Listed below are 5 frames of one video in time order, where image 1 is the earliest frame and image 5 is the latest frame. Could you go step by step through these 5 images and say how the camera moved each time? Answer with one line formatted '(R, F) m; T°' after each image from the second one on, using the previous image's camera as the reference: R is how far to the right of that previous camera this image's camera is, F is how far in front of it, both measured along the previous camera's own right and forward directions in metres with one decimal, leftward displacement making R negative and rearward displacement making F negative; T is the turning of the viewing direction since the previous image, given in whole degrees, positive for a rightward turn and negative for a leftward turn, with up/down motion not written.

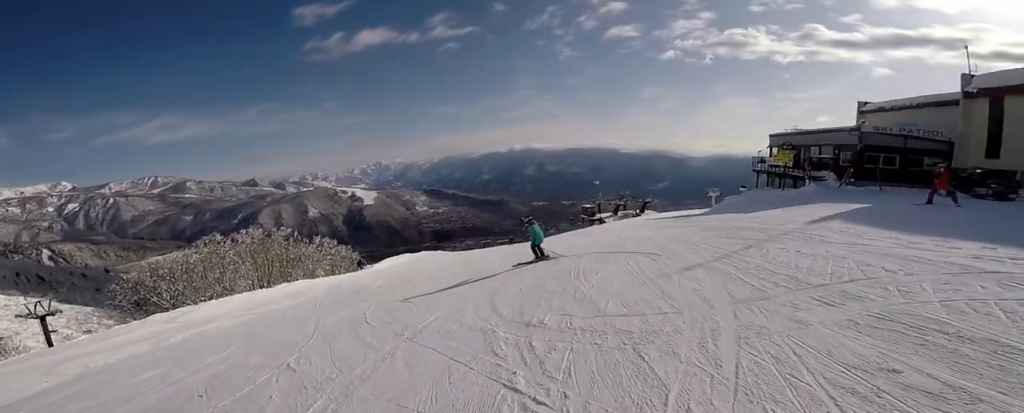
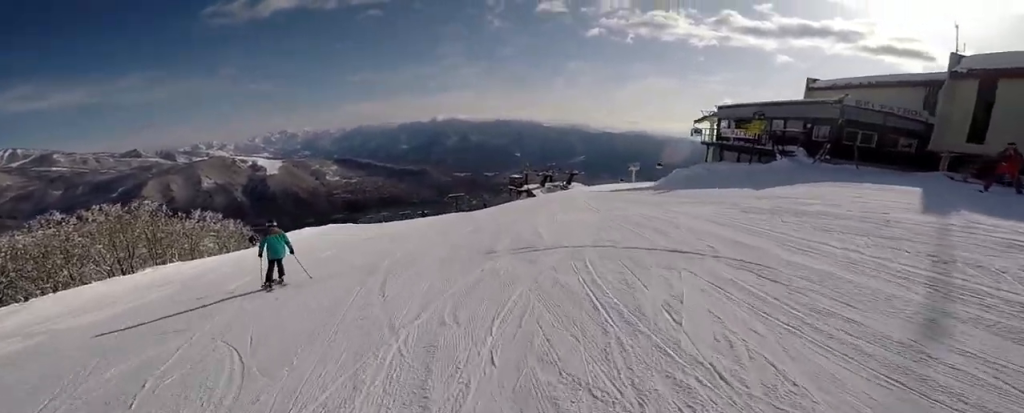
(+0.1, +4.7) m; +20°
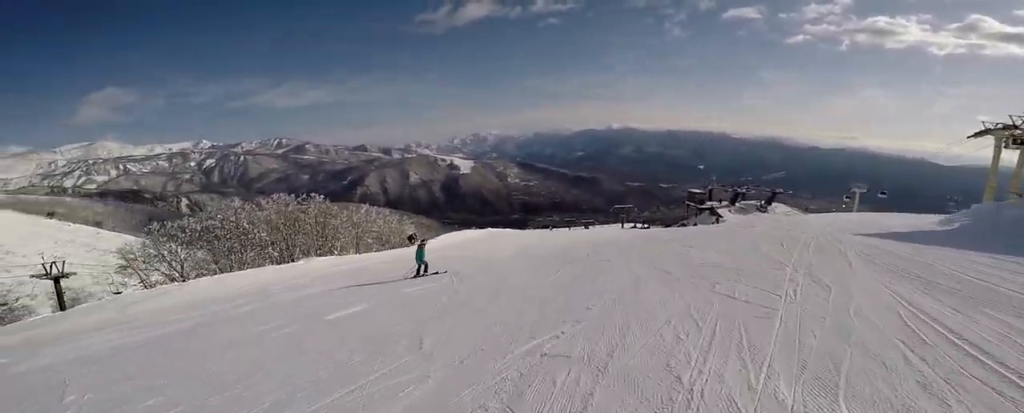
(+0.1, +9.5) m; -30°
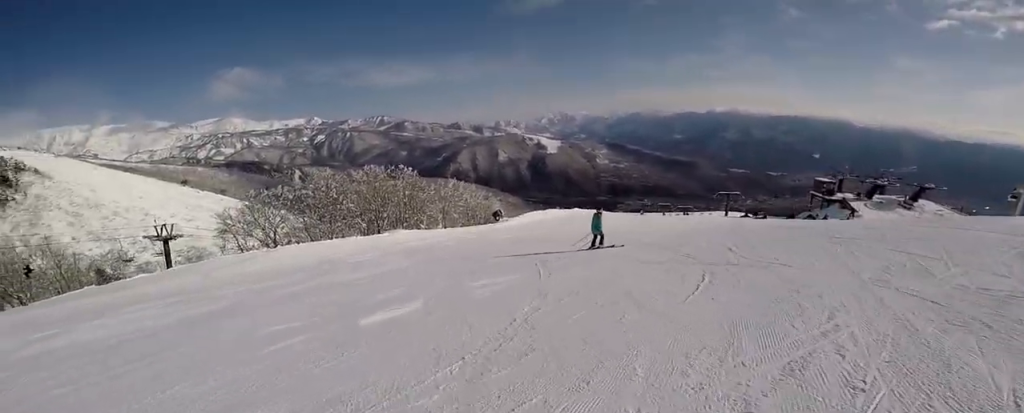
(-0.4, +3.4) m; -10°
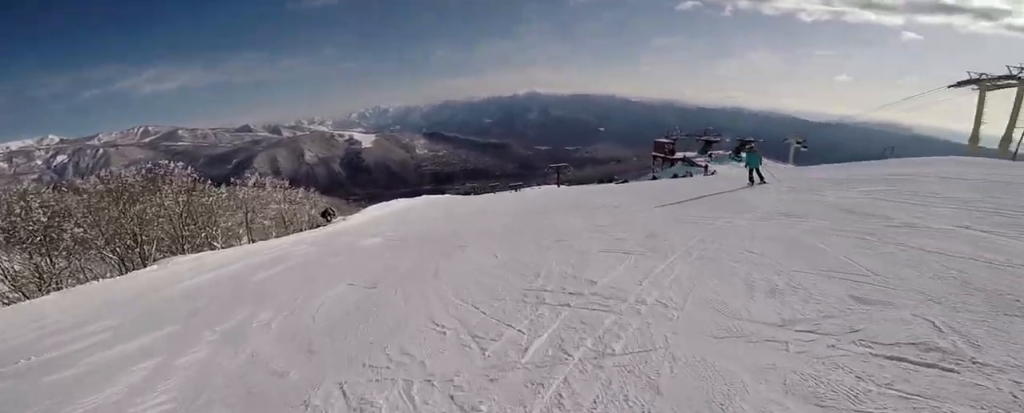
(+1.0, +7.7) m; +36°
